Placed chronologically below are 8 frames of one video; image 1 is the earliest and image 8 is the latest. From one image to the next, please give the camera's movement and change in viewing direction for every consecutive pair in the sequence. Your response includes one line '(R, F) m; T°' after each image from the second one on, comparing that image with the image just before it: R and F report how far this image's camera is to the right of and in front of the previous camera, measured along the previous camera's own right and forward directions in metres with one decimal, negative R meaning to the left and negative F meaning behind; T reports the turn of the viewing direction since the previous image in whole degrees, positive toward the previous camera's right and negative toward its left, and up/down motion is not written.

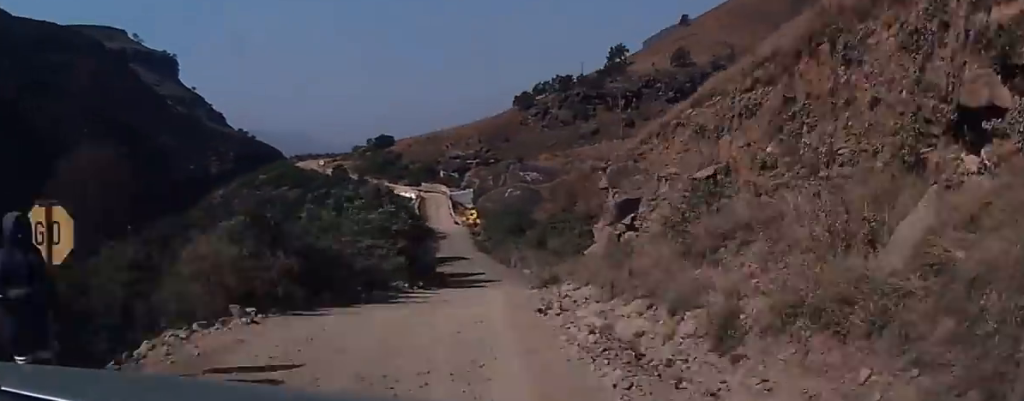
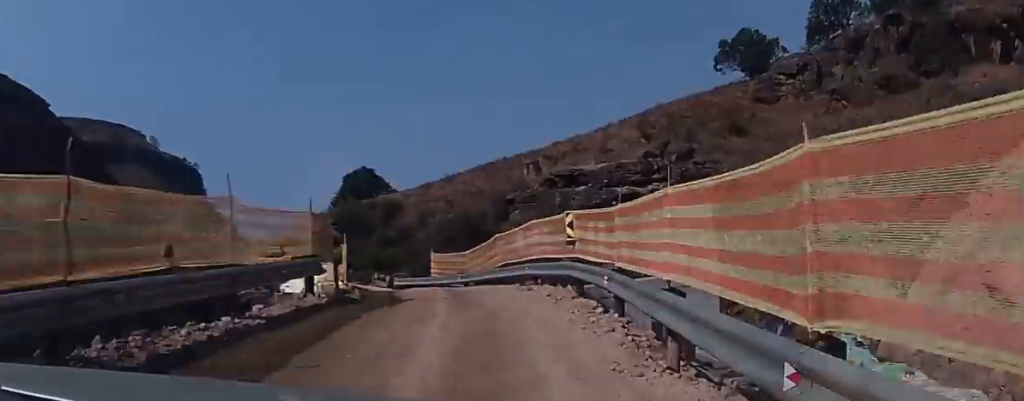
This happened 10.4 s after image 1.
(-7.5, +83.4) m; -15°
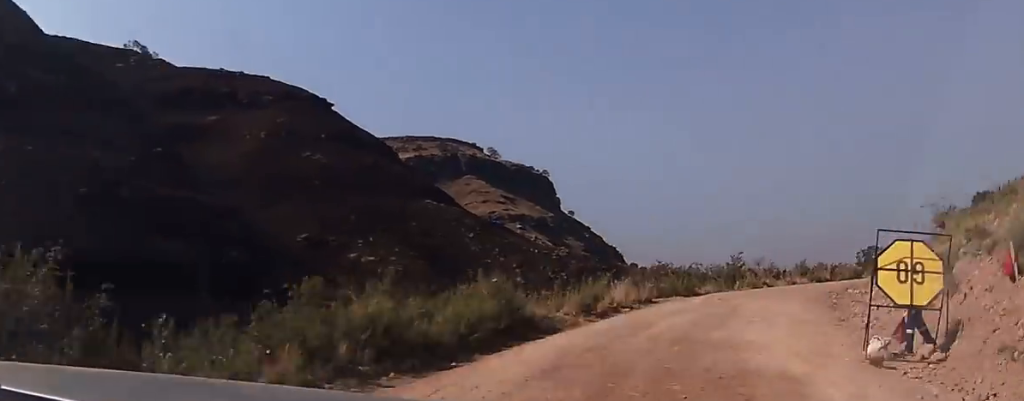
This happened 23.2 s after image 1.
(-6.5, +81.0) m; +9°
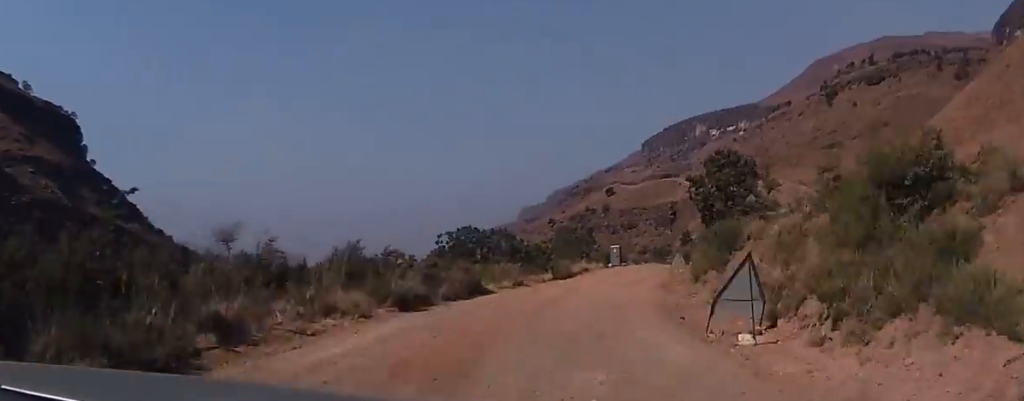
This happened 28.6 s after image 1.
(+4.4, +33.4) m; +17°
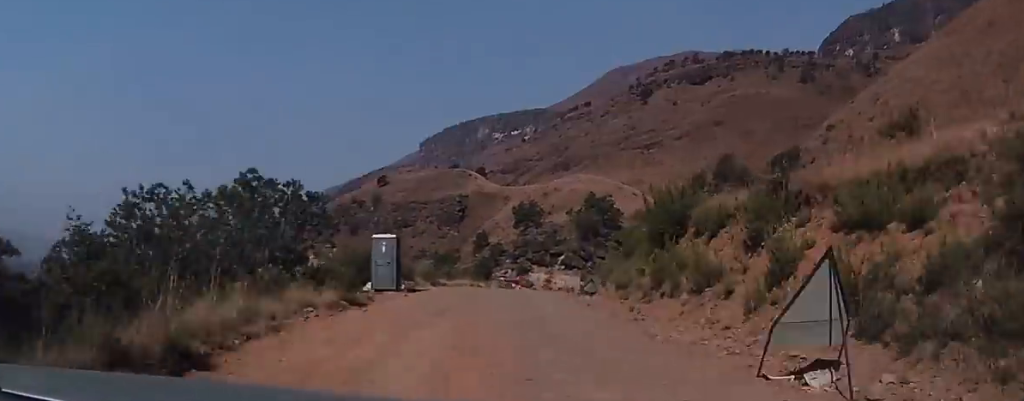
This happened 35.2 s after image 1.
(+7.0, +41.2) m; +15°
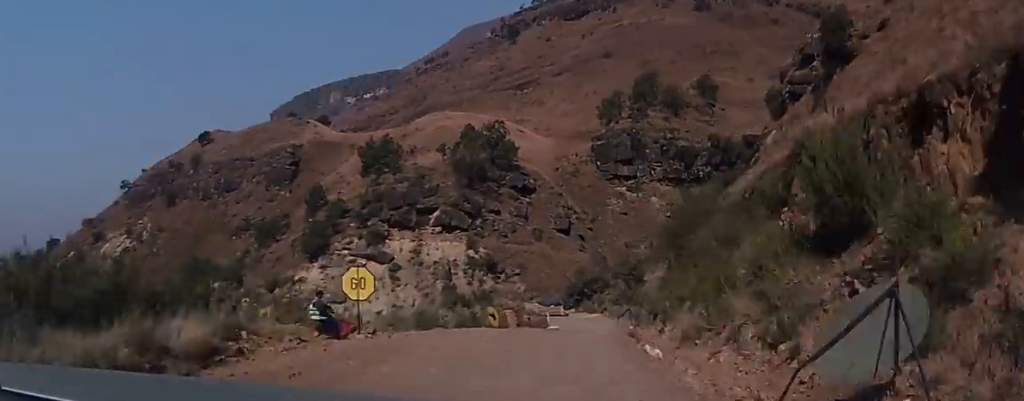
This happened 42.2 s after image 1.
(+5.6, +40.5) m; +7°
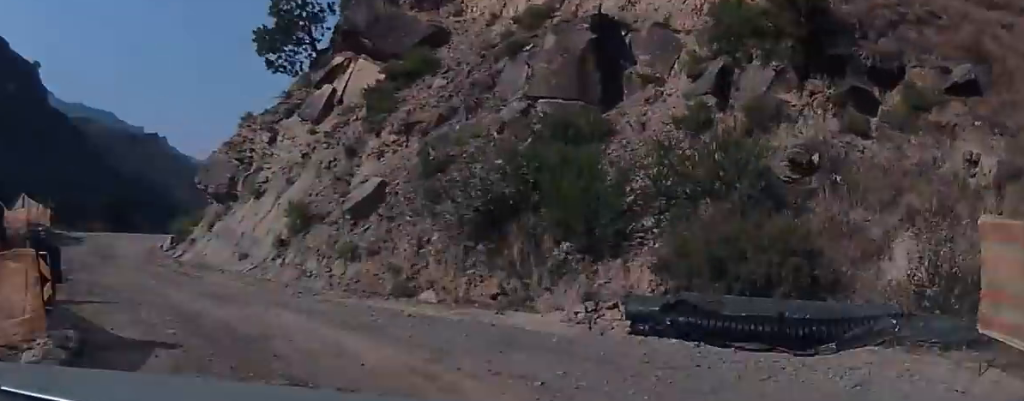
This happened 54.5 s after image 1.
(-6.7, +61.2) m; -32°
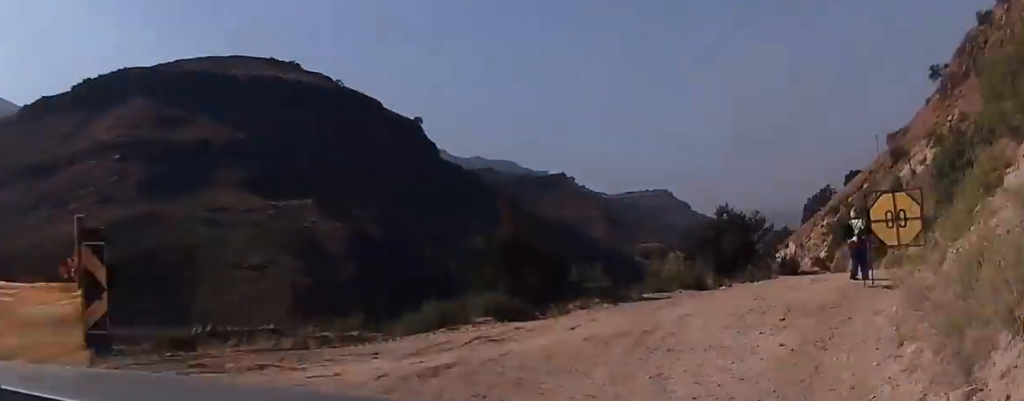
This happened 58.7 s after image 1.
(-7.4, +17.6) m; -14°
